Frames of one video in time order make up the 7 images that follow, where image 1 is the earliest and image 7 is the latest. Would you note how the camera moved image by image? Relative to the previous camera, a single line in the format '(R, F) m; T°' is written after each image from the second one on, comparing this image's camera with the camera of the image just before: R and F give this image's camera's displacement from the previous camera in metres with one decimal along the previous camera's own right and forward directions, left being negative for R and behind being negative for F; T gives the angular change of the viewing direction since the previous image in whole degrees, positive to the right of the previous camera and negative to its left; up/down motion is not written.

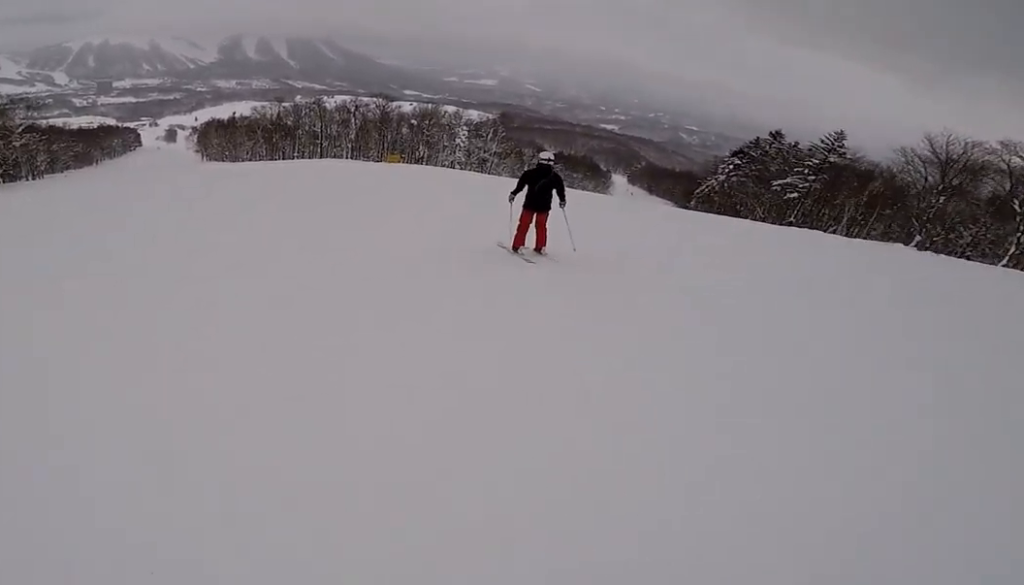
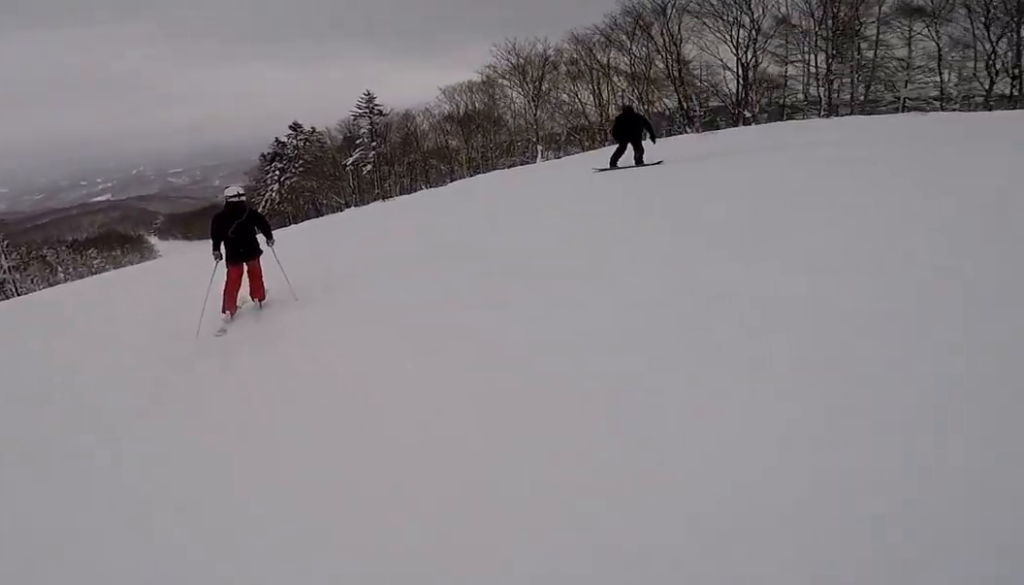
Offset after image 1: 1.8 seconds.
(+2.2, +12.7) m; +17°
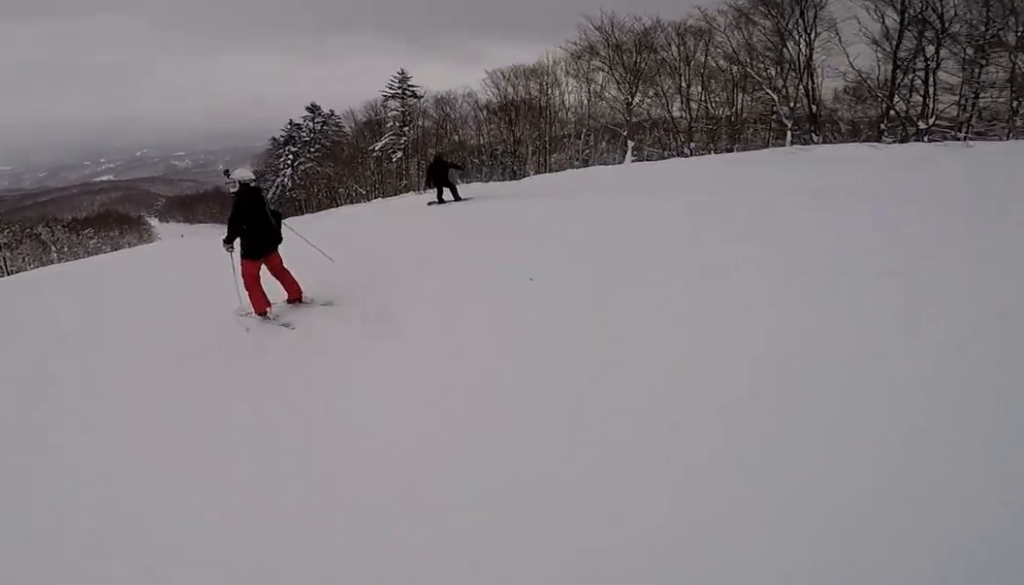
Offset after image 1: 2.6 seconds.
(0.0, +6.2) m; +5°
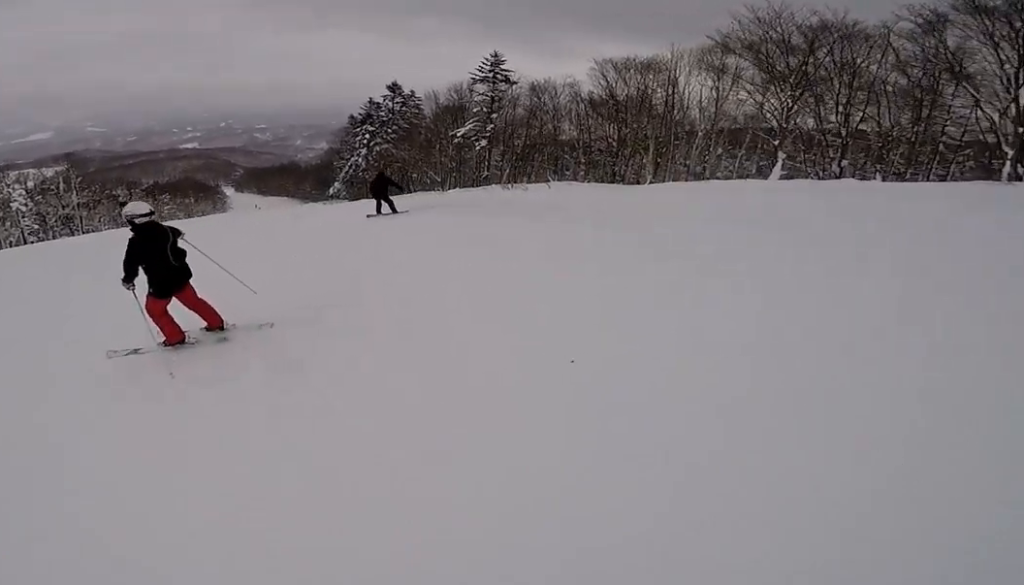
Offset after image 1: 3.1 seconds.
(+0.2, +3.7) m; -1°
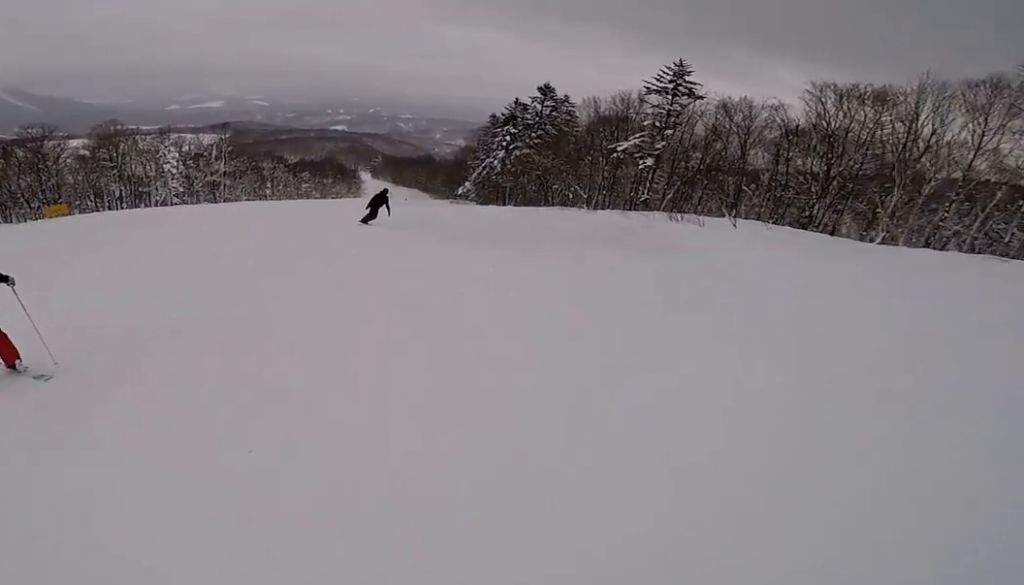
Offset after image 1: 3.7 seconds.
(+0.6, +4.3) m; -3°
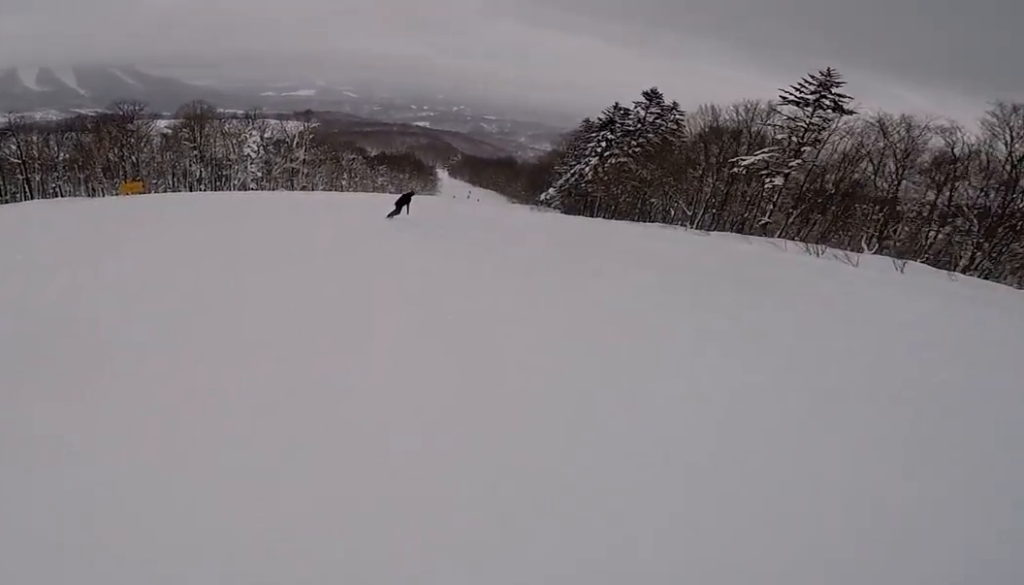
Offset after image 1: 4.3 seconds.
(-0.7, +4.2) m; -7°
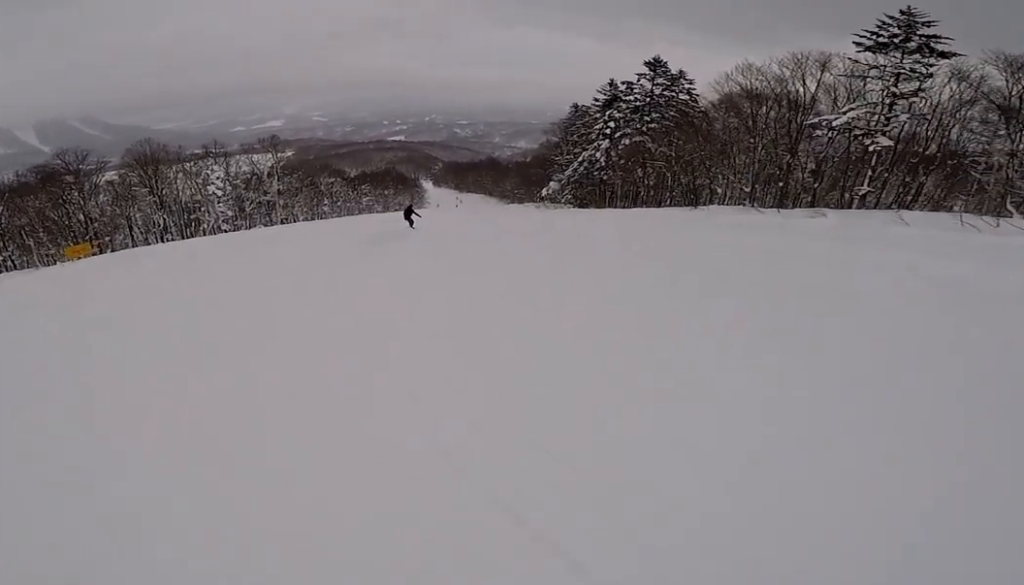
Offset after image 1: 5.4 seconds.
(-1.0, +8.4) m; -3°
